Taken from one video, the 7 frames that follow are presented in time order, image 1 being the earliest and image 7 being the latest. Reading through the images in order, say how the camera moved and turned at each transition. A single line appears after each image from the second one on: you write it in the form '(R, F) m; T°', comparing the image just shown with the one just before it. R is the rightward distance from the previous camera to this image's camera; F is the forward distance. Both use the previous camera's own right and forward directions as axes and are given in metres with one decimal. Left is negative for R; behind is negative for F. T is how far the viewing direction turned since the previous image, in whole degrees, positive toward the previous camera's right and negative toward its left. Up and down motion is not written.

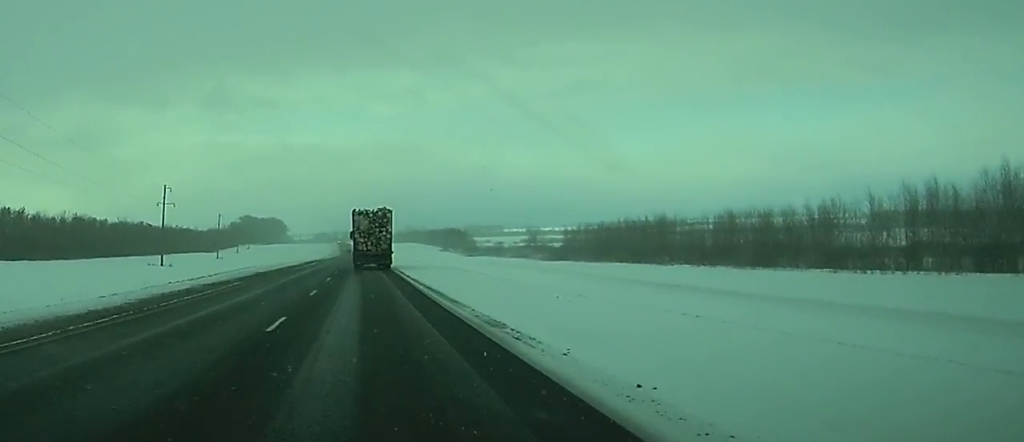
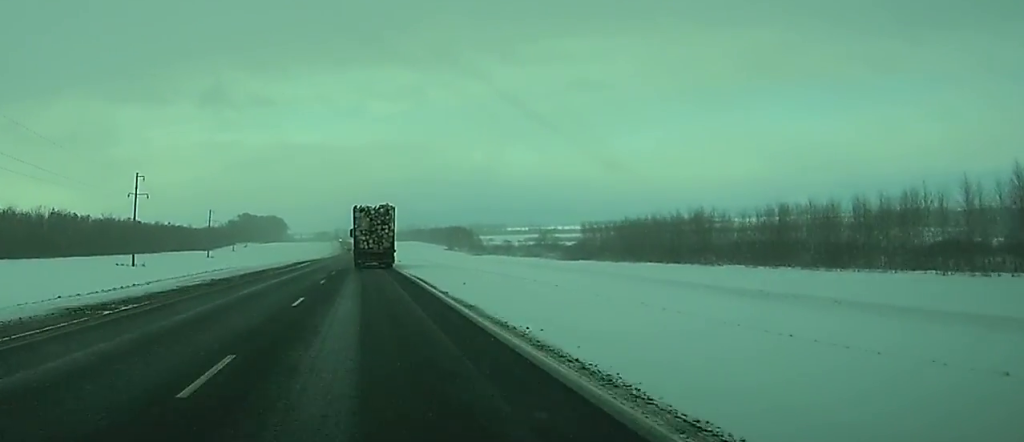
(0.0, +18.7) m; 0°
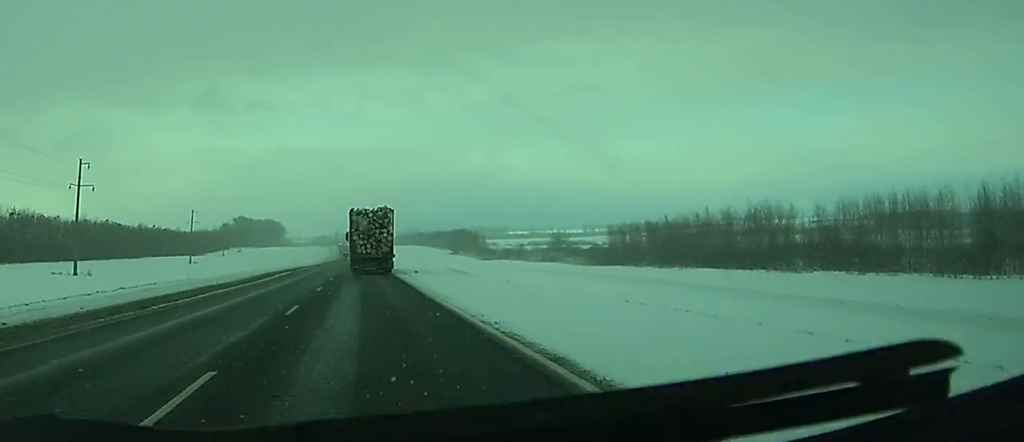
(0.0, +25.2) m; 0°
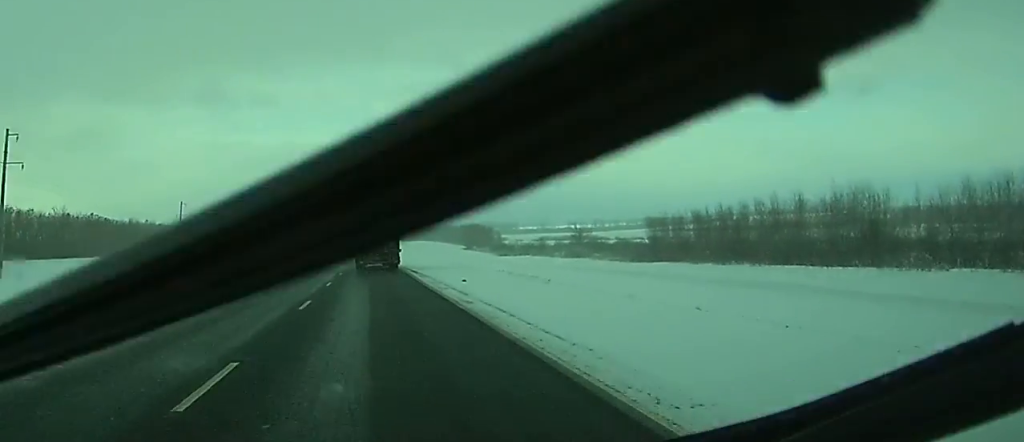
(0.0, +23.6) m; 0°
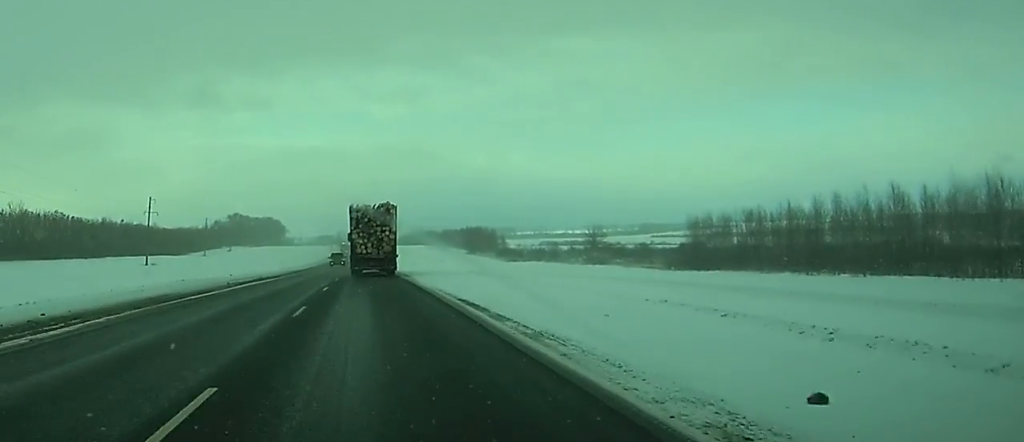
(0.0, +26.0) m; 0°
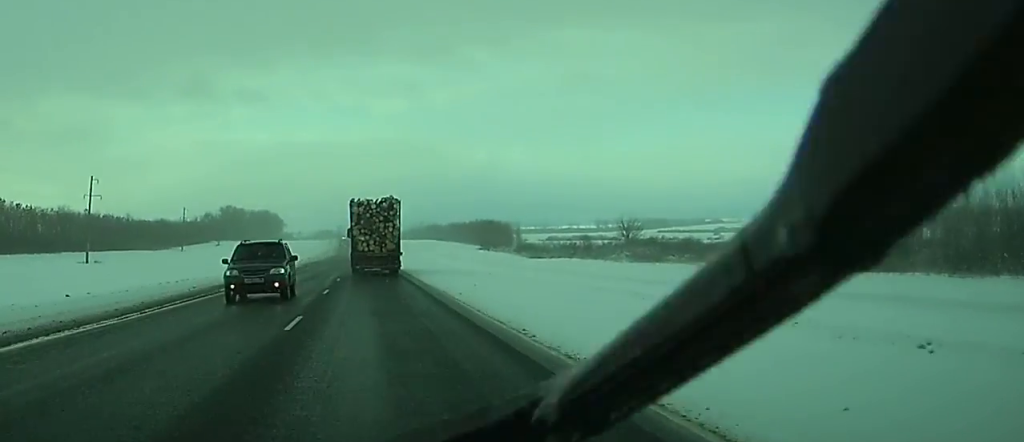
(0.0, +38.9) m; 0°
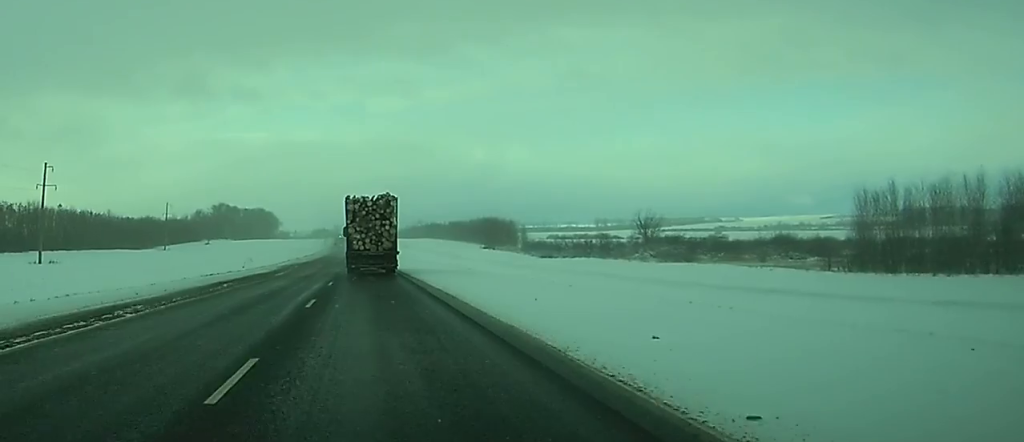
(-0.1, +19.3) m; 0°
